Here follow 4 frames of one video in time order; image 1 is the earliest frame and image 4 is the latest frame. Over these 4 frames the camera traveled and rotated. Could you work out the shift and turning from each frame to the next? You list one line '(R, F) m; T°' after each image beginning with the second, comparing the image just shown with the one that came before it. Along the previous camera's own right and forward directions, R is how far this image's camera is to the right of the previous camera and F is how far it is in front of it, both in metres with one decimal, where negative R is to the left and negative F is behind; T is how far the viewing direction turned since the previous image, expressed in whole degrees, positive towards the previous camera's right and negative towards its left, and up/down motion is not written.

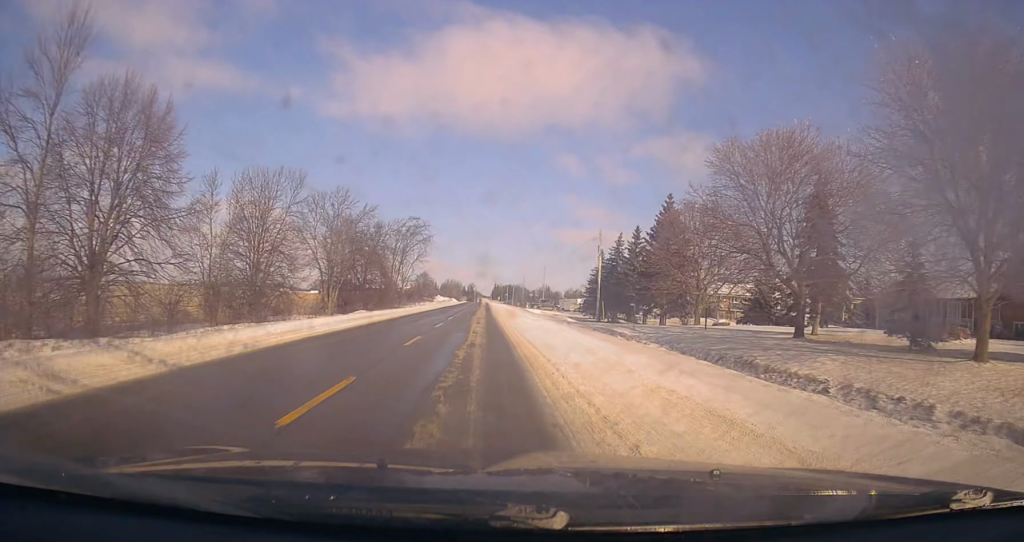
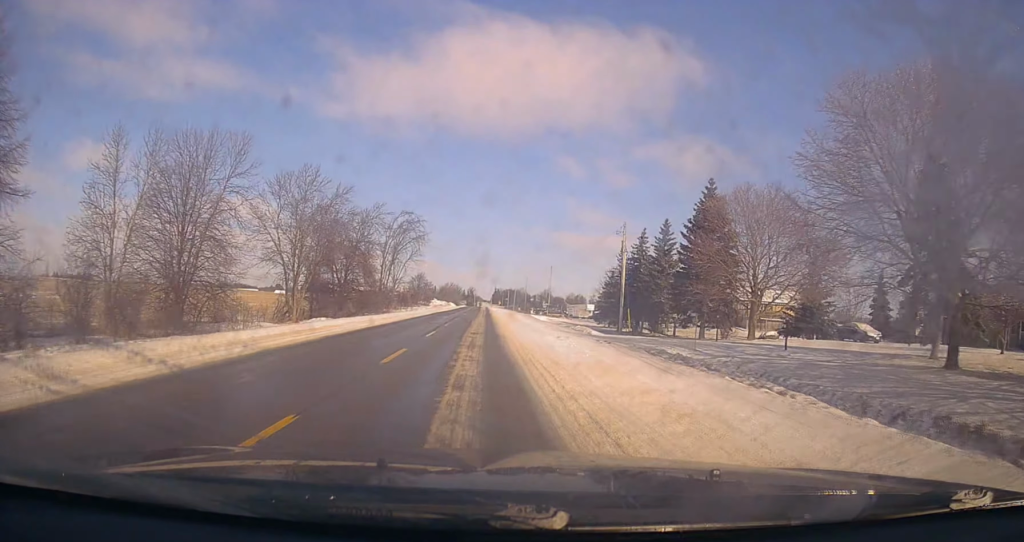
(-0.1, +11.6) m; +1°
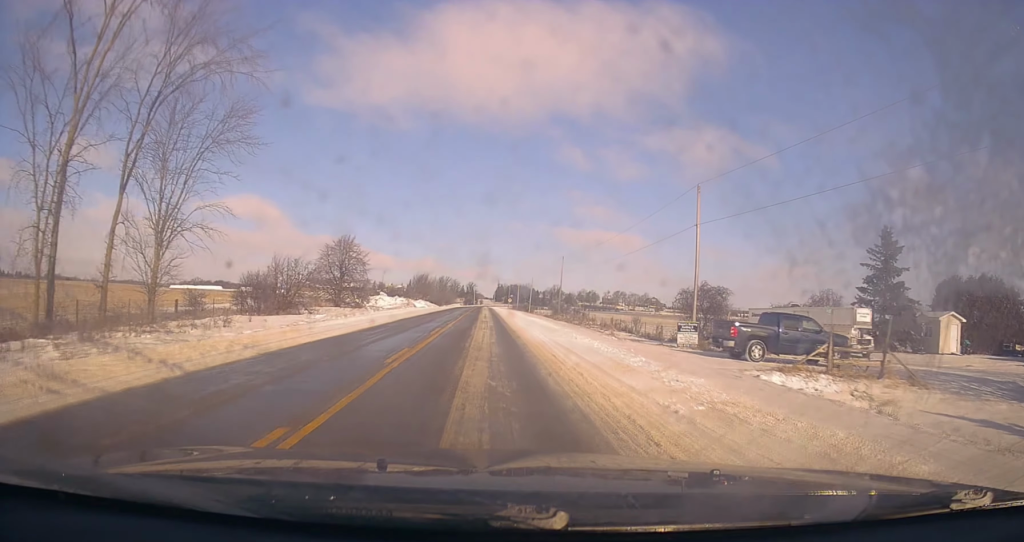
(-1.2, +80.8) m; -1°
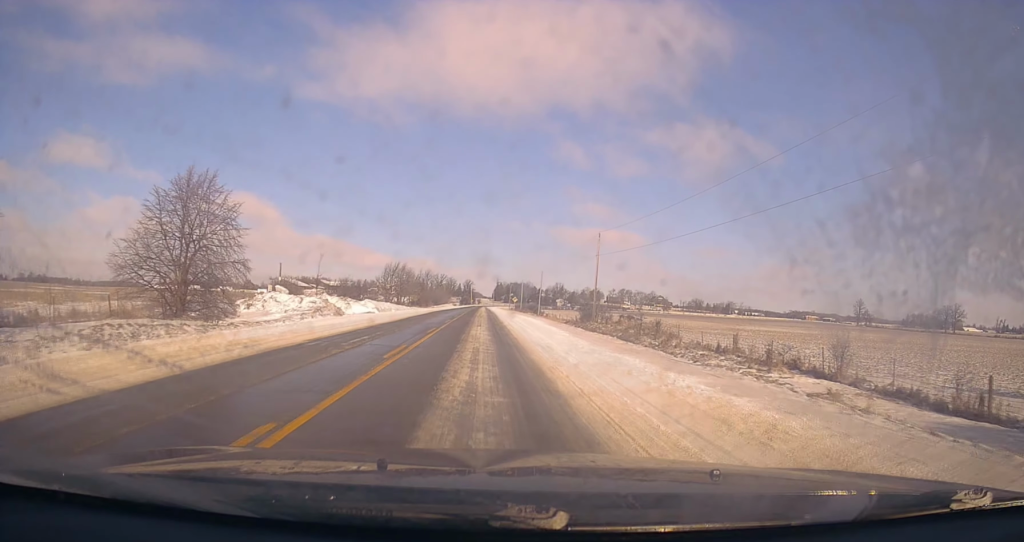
(0.0, +35.0) m; 0°
